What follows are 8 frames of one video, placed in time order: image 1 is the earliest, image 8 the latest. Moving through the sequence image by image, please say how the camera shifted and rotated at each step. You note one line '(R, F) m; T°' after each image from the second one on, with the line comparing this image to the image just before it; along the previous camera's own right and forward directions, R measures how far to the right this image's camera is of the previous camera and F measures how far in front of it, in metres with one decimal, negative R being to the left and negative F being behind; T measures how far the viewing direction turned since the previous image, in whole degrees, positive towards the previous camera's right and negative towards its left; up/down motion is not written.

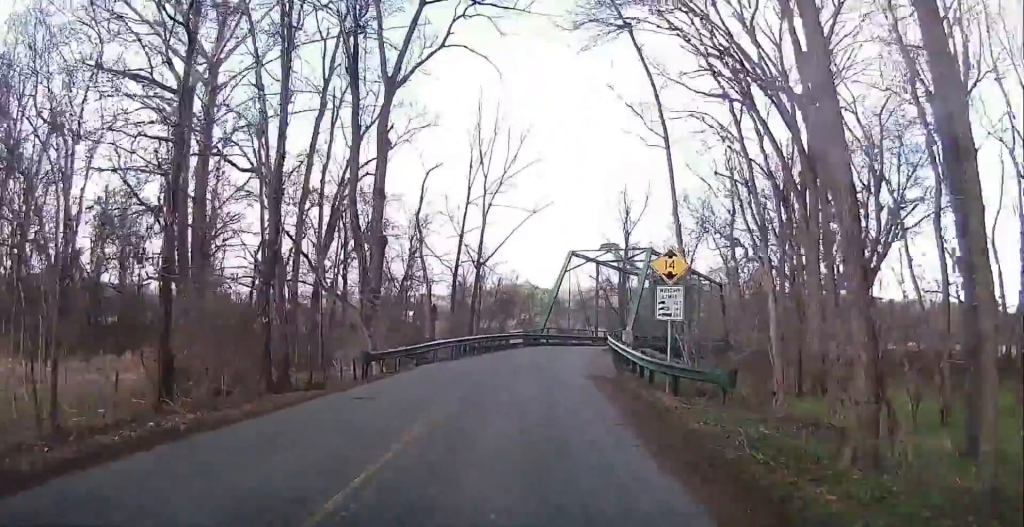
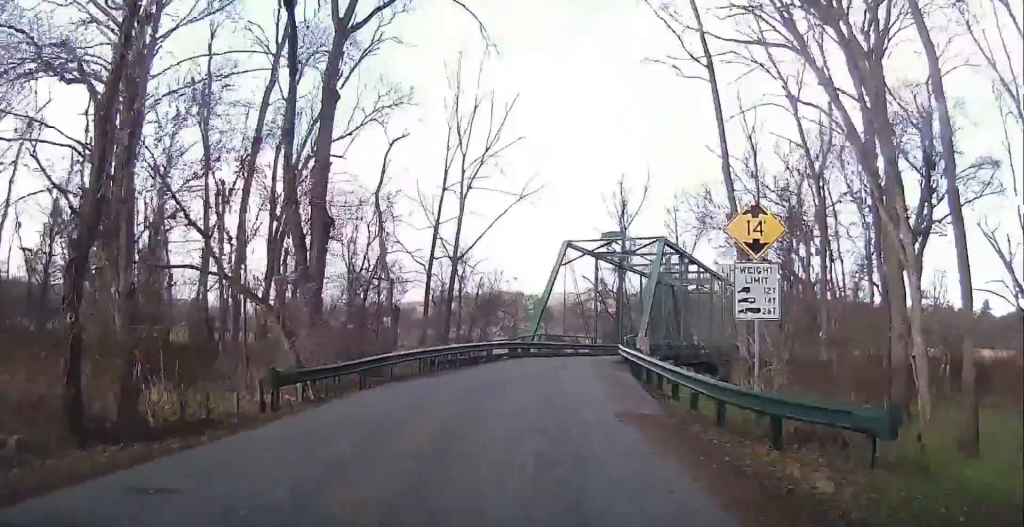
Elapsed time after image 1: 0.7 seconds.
(0.0, +8.6) m; +2°
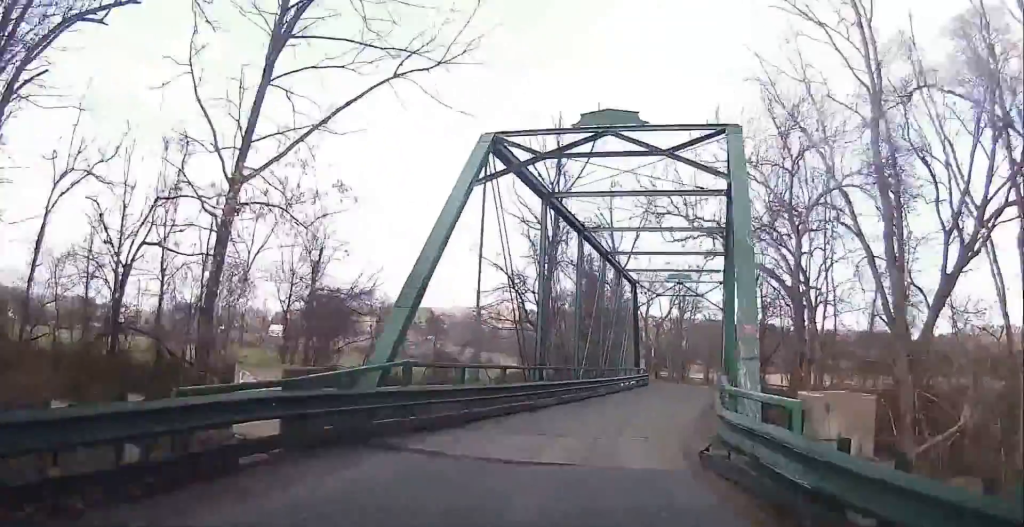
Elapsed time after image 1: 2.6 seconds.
(+1.3, +21.8) m; +7°
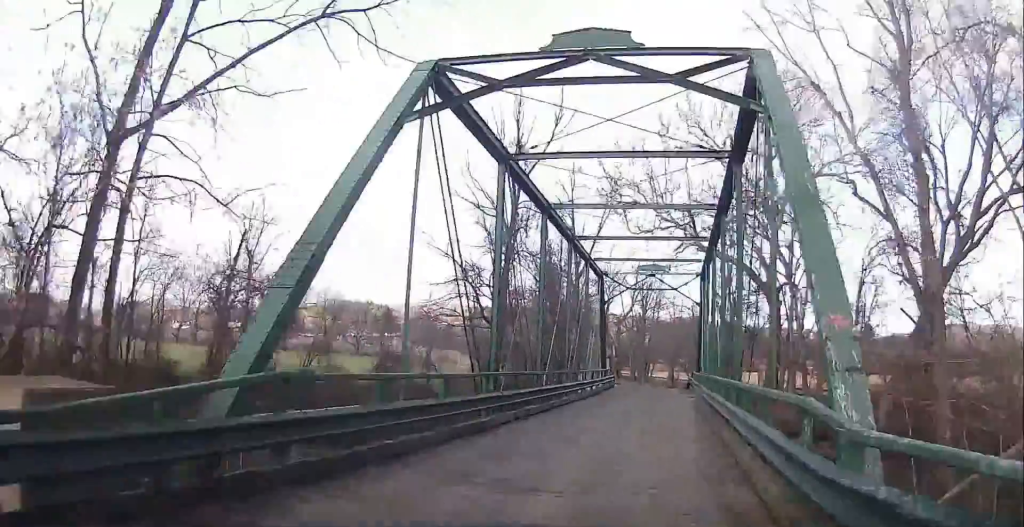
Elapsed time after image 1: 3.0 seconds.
(+0.2, +4.1) m; +2°
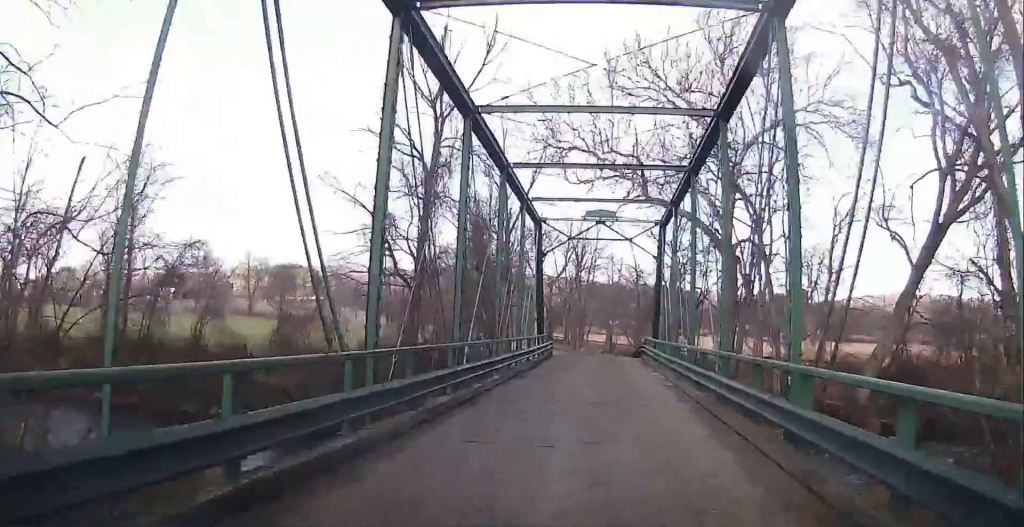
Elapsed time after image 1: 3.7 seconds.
(+0.1, +6.3) m; +3°
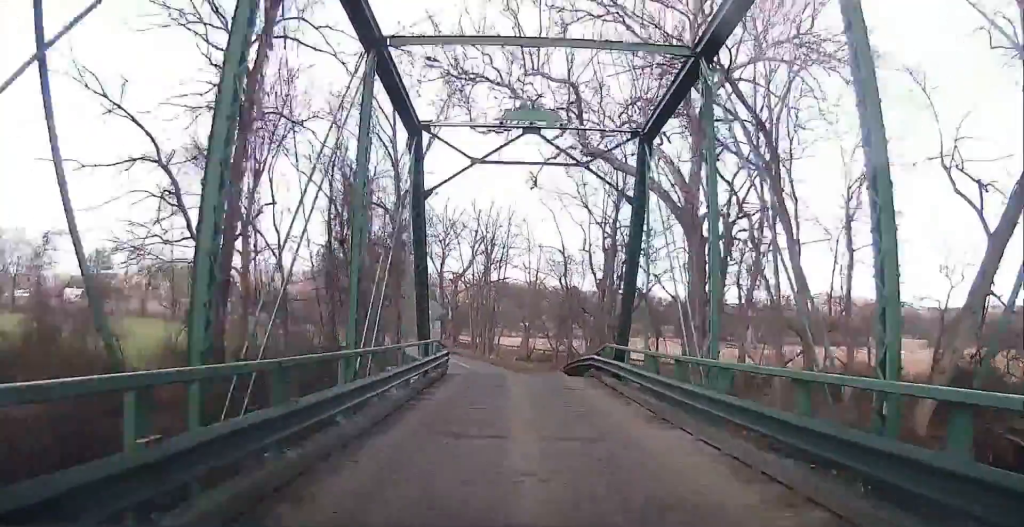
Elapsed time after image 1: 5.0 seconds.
(+1.2, +12.8) m; +13°
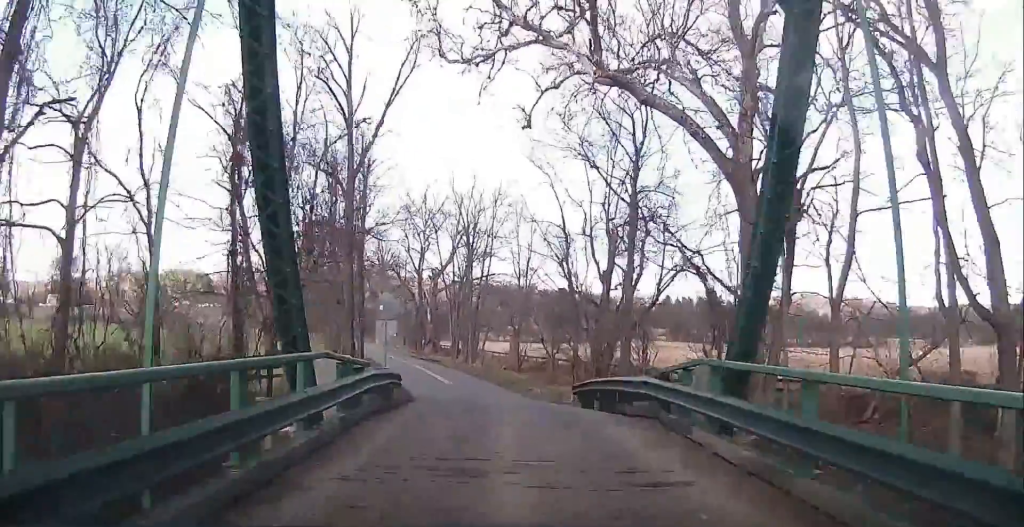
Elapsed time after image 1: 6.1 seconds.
(+0.9, +10.1) m; +7°
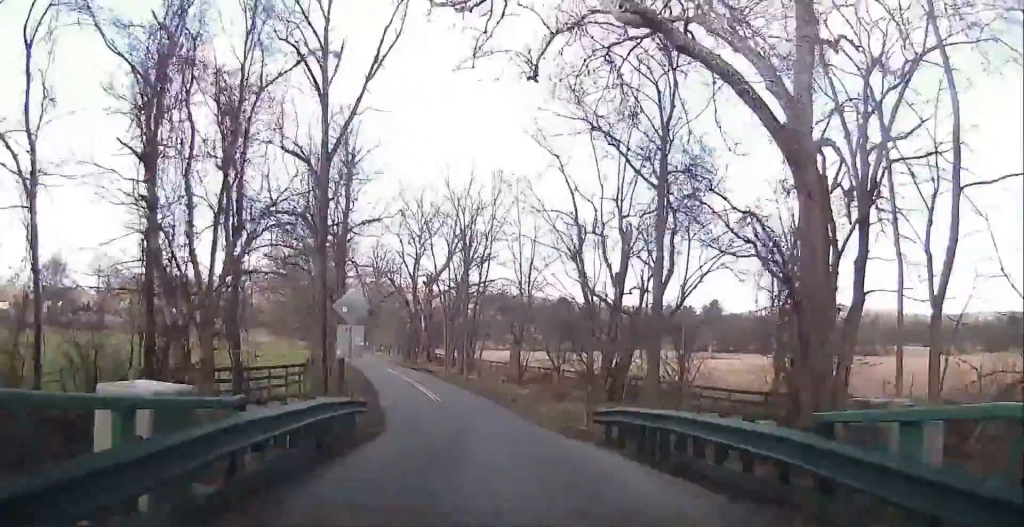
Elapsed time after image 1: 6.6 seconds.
(+0.1, +4.7) m; +1°
